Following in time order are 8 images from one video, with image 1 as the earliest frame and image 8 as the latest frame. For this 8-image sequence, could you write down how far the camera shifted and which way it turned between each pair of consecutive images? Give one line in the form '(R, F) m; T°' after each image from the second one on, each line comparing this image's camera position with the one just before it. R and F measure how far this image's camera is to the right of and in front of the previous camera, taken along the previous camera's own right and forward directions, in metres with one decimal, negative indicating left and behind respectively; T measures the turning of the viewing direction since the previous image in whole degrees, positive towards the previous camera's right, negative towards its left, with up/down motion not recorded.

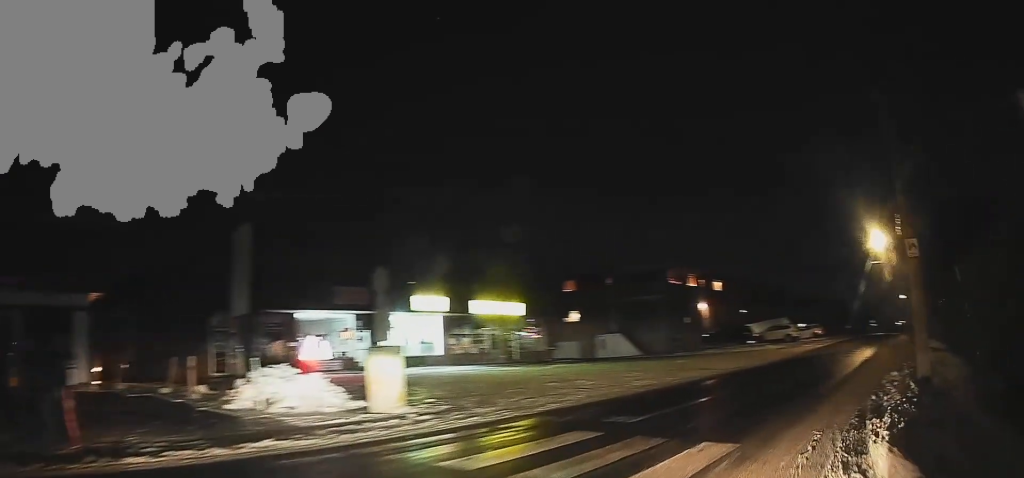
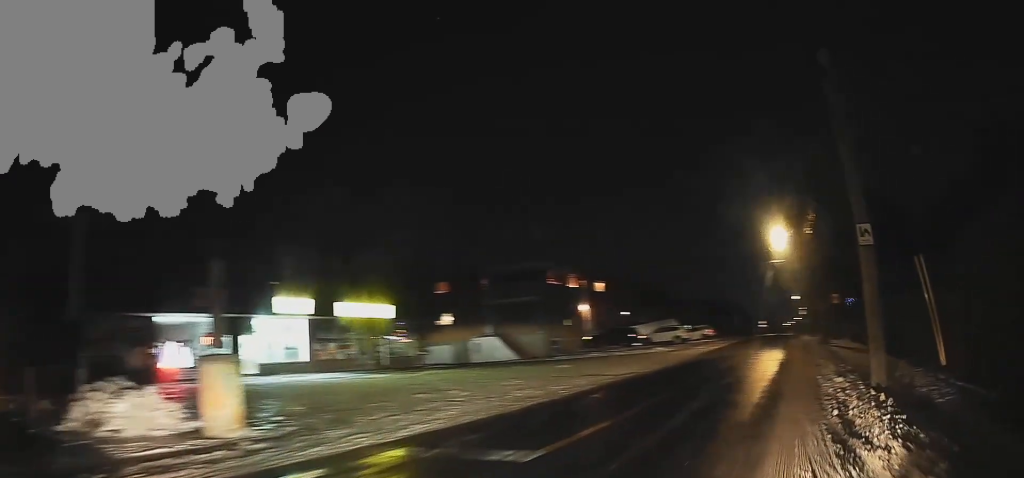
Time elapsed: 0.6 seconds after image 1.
(+0.1, +1.9) m; +6°
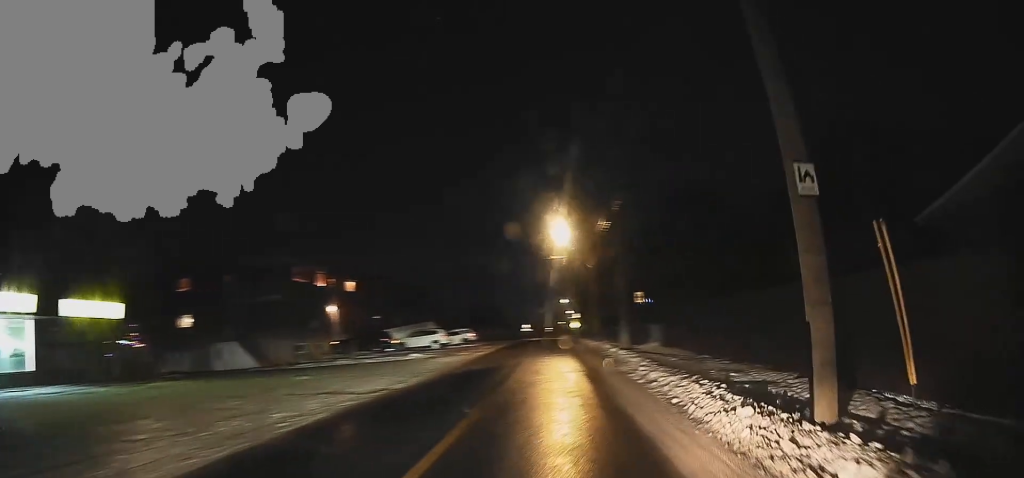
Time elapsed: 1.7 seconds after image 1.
(+0.4, +4.3) m; +13°
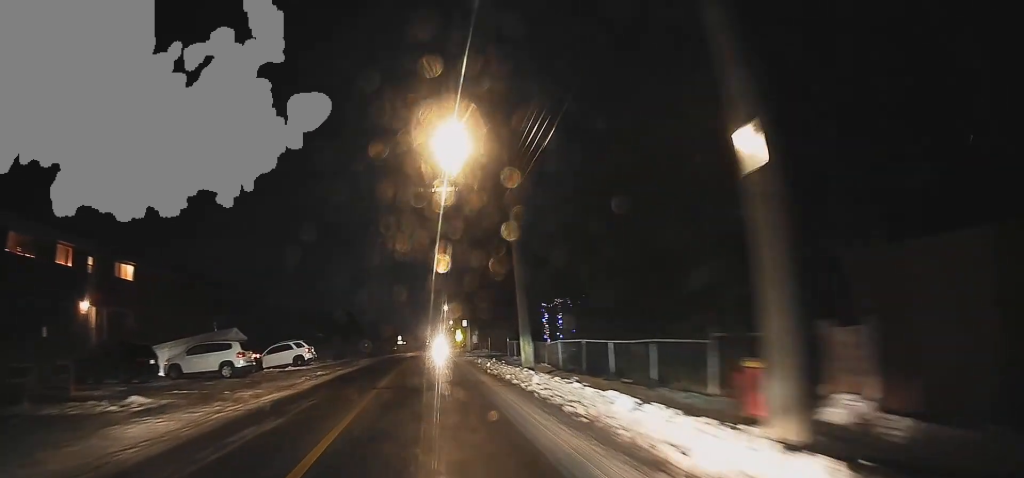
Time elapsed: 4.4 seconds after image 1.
(+3.7, +16.8) m; +18°
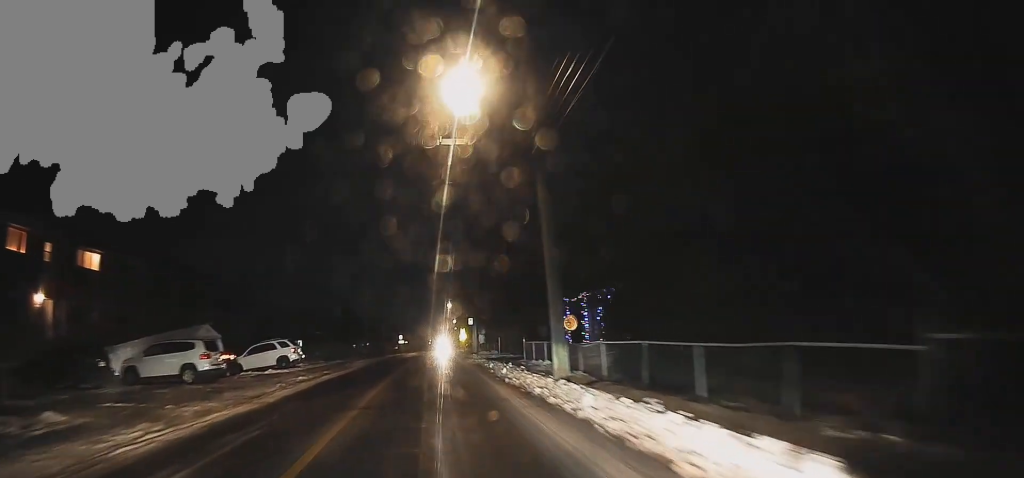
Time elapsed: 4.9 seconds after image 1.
(+0.3, +4.1) m; 0°
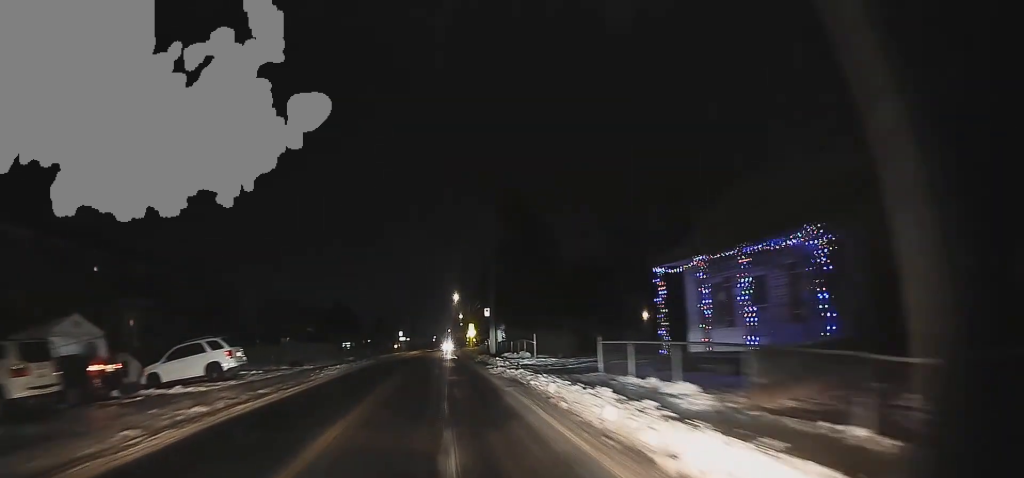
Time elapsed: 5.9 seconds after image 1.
(-0.1, +9.9) m; 0°
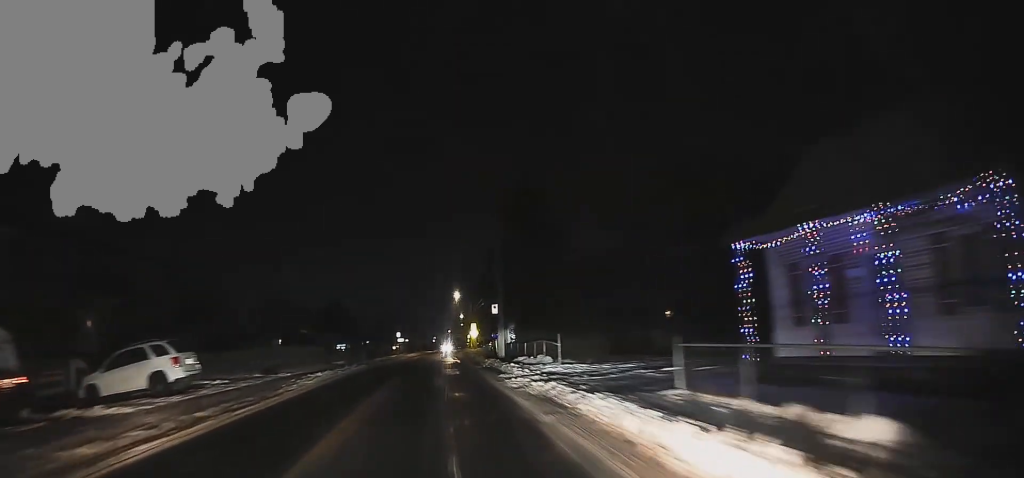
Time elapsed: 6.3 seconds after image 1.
(-0.2, +4.1) m; 0°
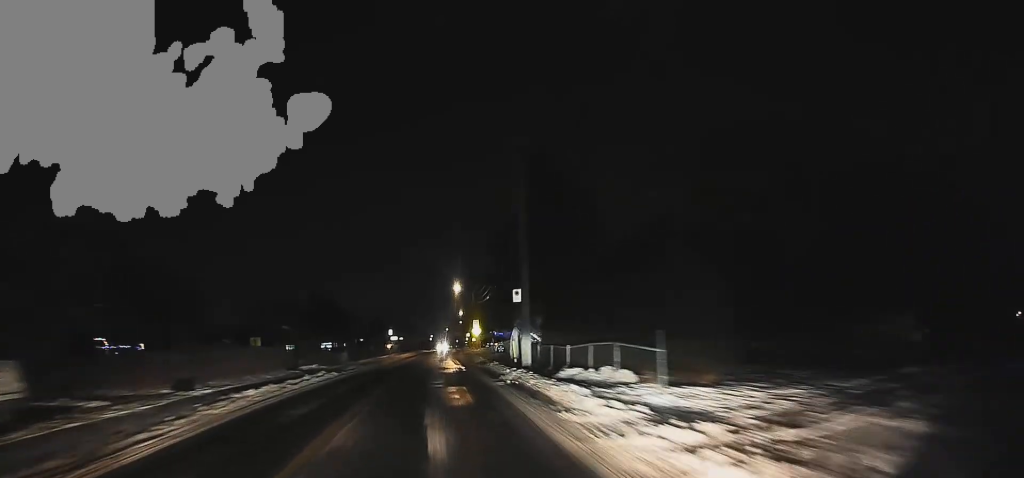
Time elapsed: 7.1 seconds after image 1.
(+0.4, +8.7) m; +1°
